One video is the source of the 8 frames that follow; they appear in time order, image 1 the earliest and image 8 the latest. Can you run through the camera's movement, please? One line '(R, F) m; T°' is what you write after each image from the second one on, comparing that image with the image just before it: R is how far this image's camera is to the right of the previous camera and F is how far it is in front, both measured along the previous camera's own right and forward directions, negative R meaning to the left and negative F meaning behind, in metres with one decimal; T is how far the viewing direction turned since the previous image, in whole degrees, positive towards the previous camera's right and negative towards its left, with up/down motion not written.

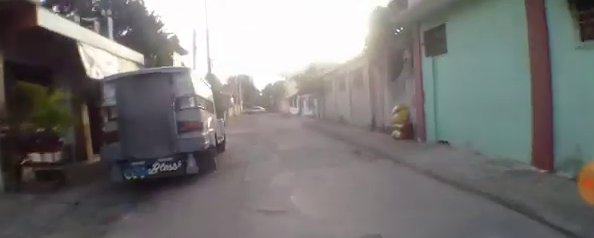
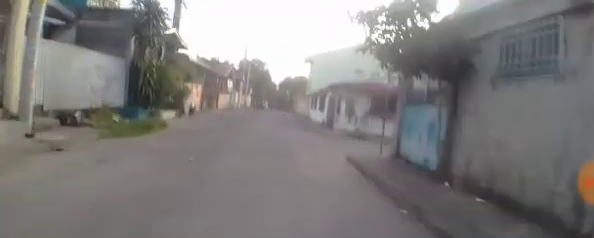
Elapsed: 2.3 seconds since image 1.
(0.0, +13.9) m; -1°
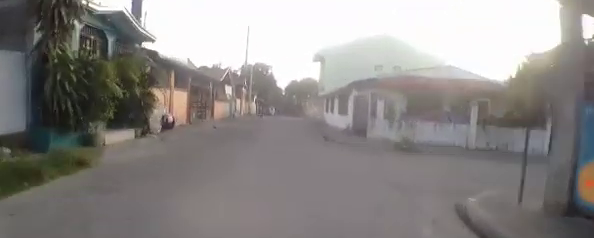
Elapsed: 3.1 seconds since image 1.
(0.0, +5.0) m; 0°
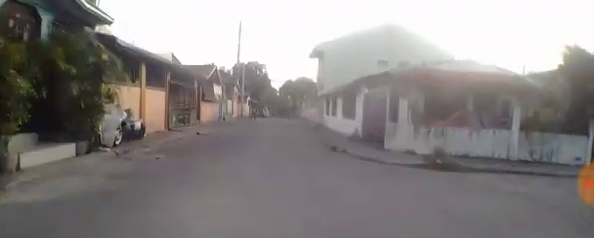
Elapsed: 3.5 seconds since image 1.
(0.0, +2.5) m; 0°
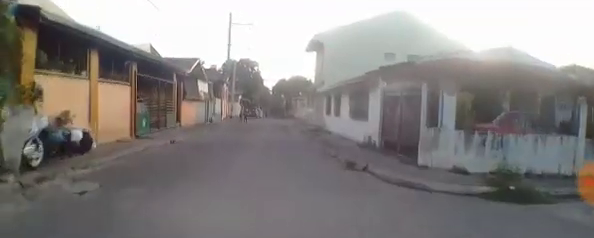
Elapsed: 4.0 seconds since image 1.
(0.0, +2.7) m; 0°
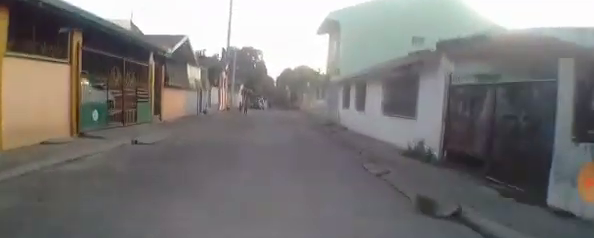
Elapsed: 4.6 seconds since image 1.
(0.0, +3.4) m; +1°
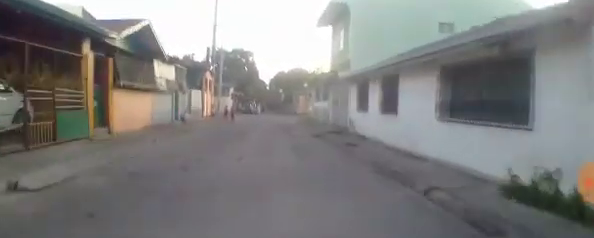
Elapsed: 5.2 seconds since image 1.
(-0.1, +3.8) m; +4°
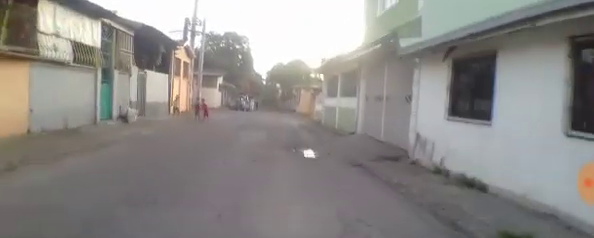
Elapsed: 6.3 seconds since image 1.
(+0.5, +5.7) m; +2°
